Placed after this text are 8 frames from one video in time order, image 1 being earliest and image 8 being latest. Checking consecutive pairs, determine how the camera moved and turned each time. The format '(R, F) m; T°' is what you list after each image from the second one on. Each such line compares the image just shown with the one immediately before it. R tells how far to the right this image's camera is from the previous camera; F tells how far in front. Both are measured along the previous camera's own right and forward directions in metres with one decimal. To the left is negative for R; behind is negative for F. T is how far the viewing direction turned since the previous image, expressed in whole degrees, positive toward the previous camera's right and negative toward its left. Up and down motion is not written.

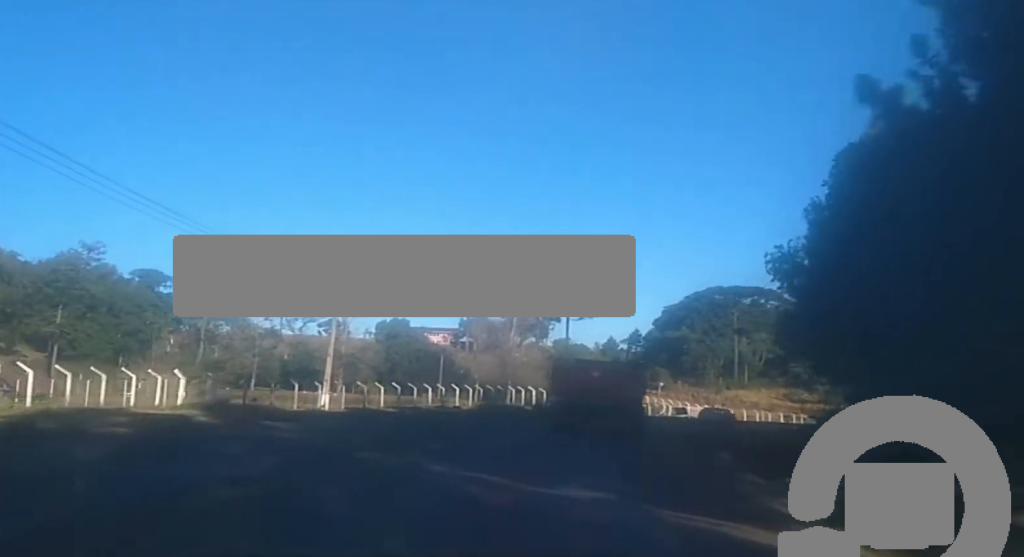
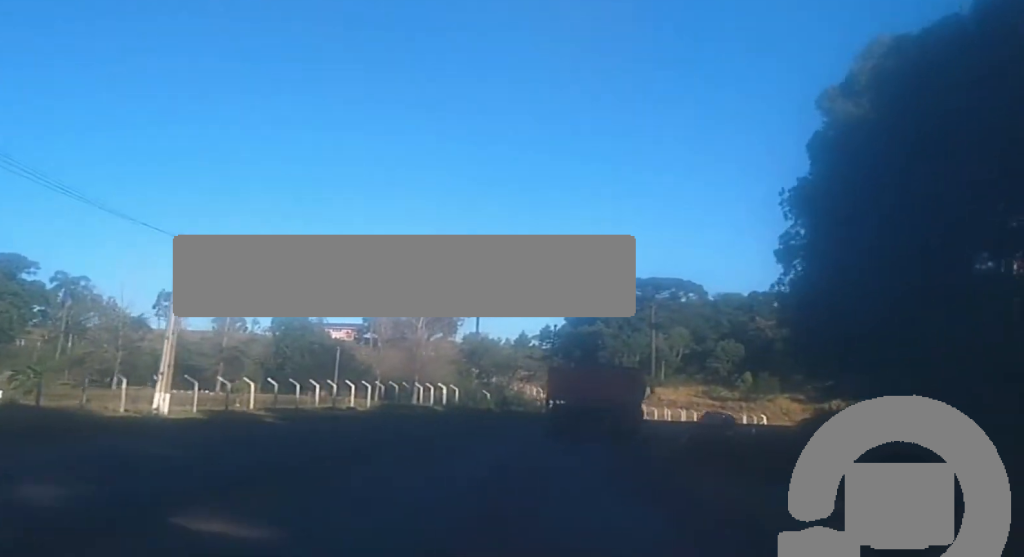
(+0.6, +13.3) m; +8°
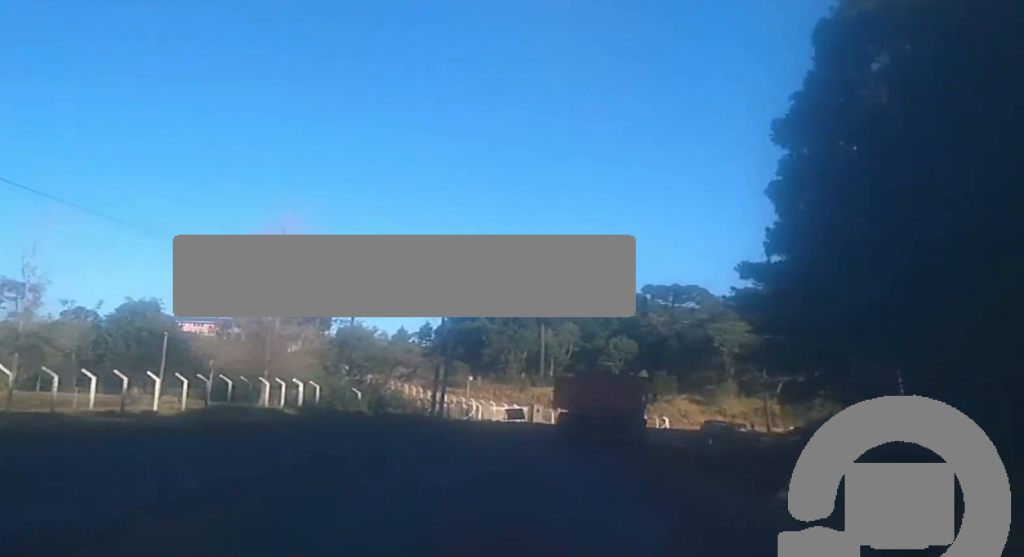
(+2.2, +17.7) m; +10°
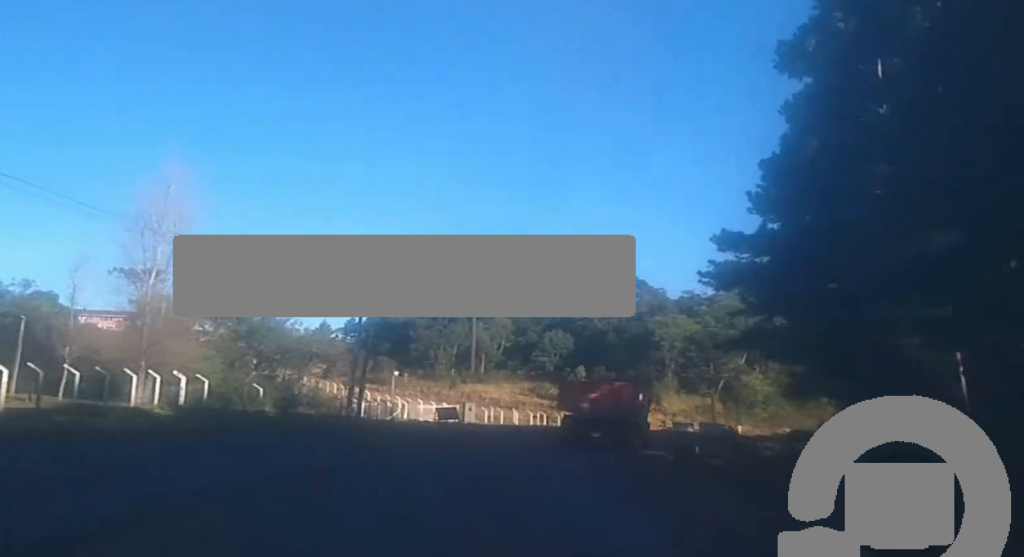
(0.0, +10.9) m; +3°
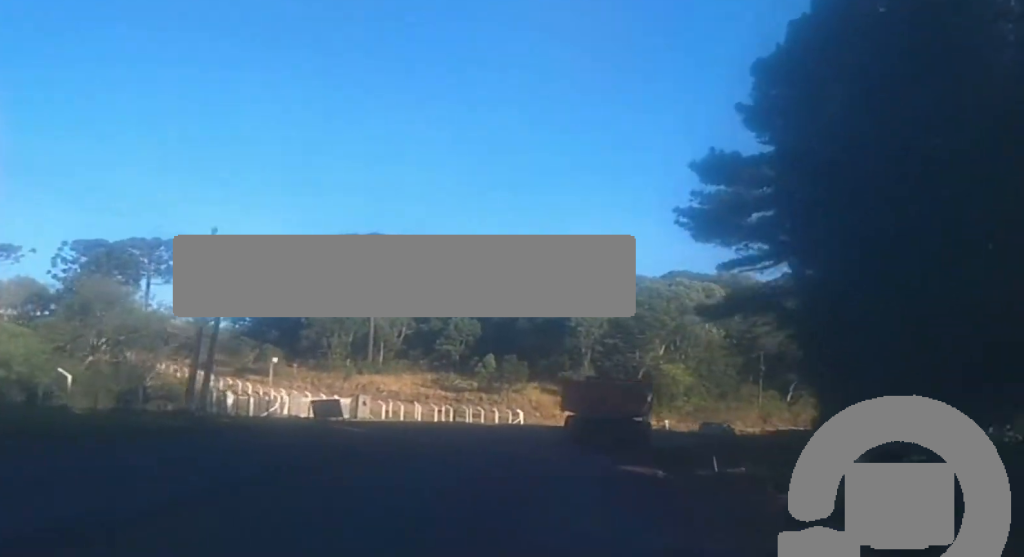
(+0.8, +14.7) m; +6°
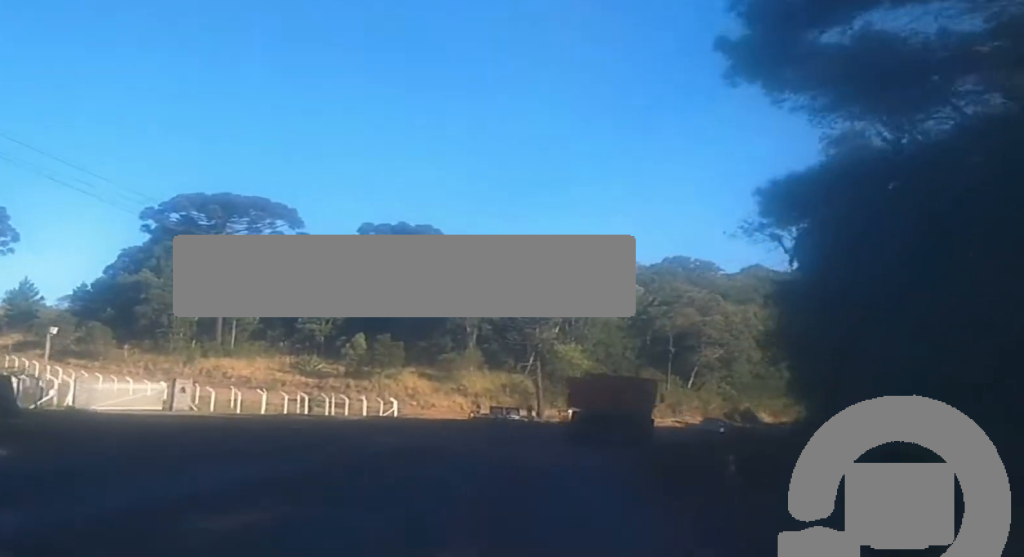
(+1.4, +19.9) m; +5°
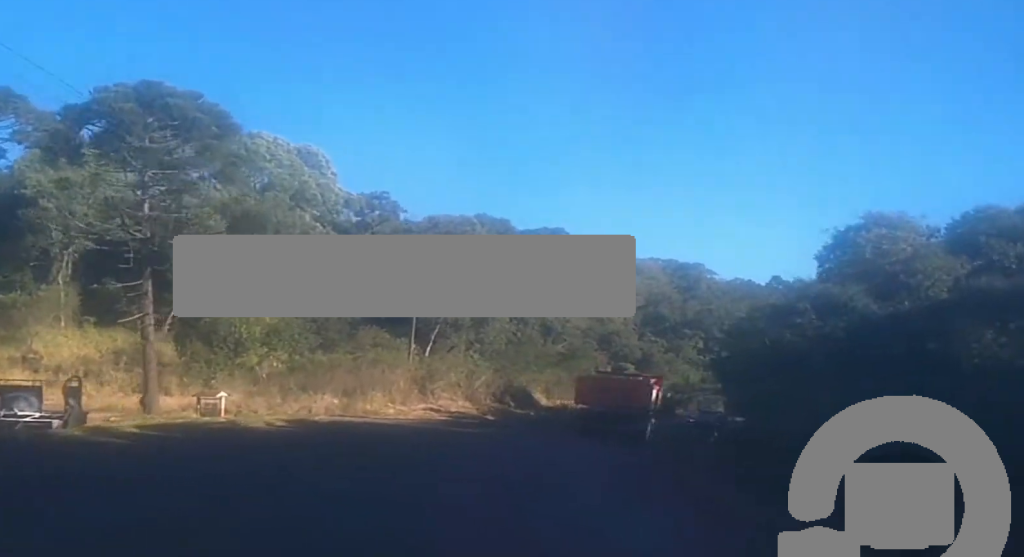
(+6.1, +47.0) m; +15°
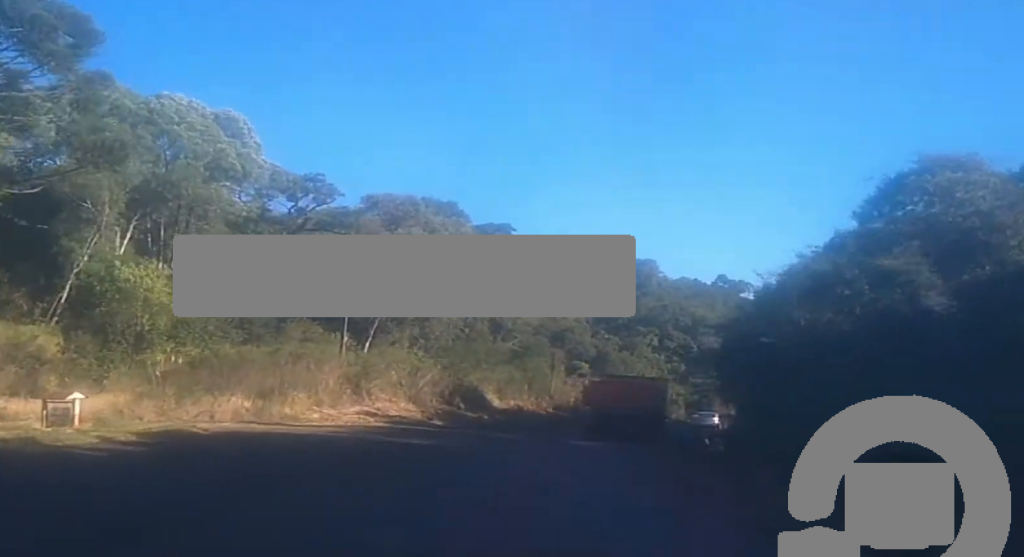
(-0.1, +9.1) m; +3°
